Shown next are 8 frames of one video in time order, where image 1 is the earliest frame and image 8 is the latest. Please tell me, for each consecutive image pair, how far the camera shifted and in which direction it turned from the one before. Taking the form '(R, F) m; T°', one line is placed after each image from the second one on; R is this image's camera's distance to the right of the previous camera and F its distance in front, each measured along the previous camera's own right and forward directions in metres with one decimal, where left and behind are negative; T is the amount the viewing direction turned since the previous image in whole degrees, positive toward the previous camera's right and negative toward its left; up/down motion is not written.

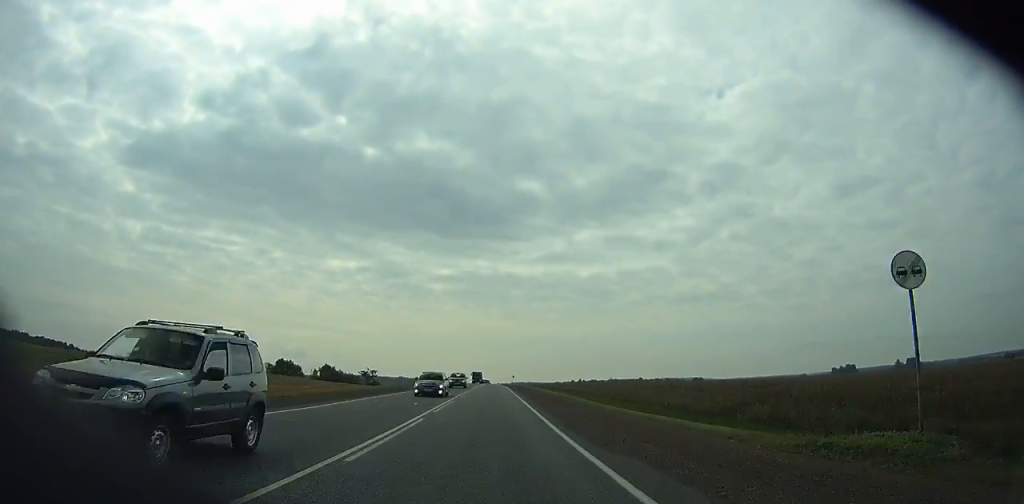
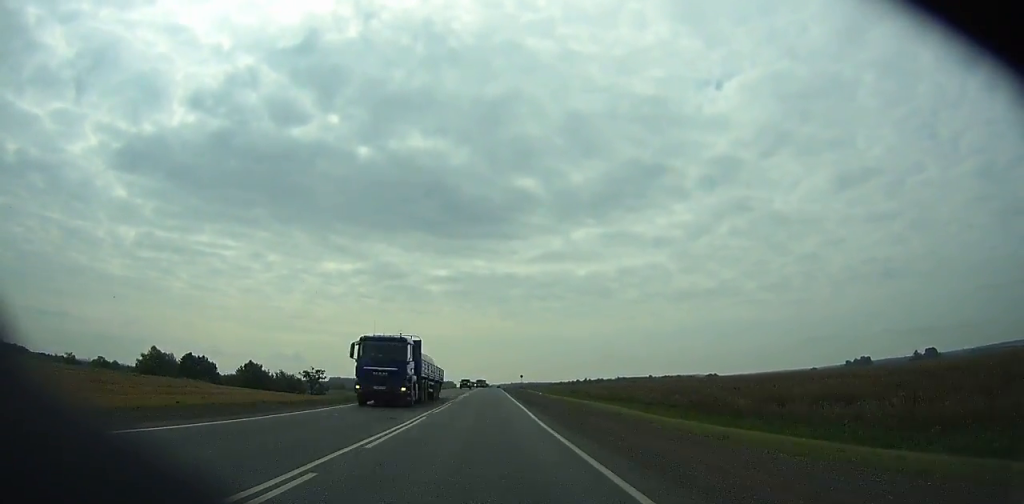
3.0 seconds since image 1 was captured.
(+0.6, +70.2) m; 0°
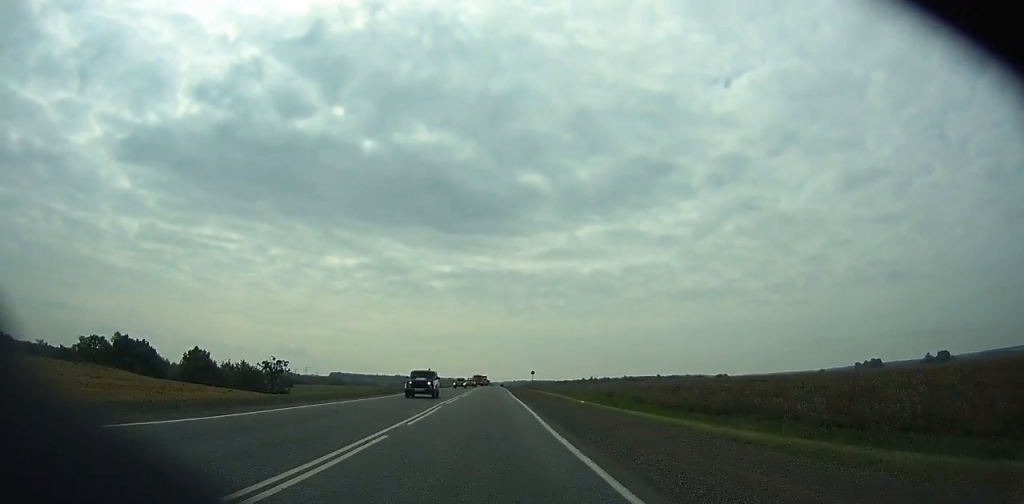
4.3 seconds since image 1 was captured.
(+0.1, +30.6) m; 0°
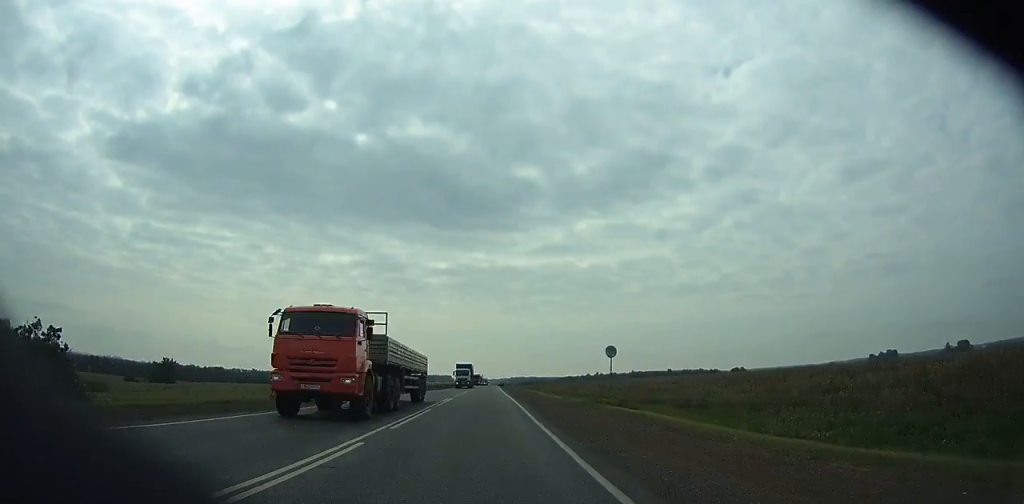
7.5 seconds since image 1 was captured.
(-0.1, +75.4) m; 0°
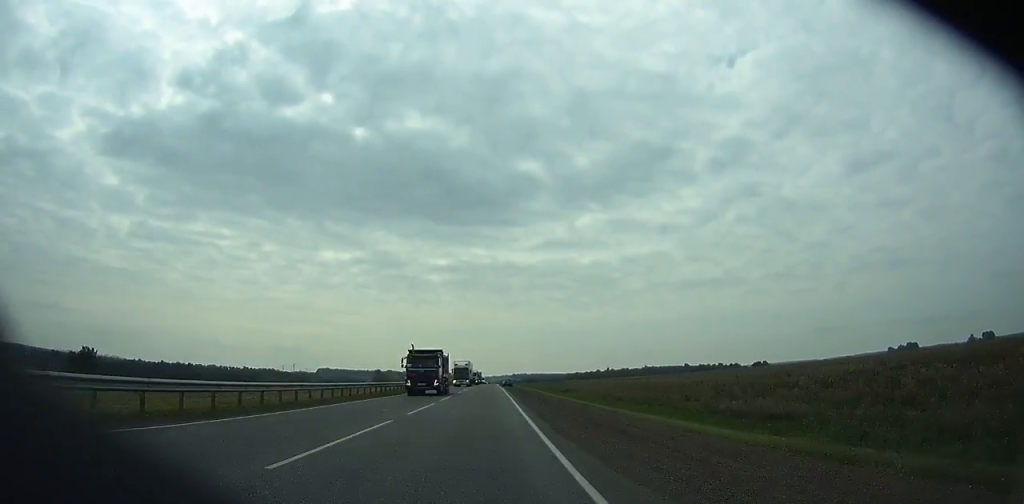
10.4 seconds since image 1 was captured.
(-0.1, +68.3) m; 0°
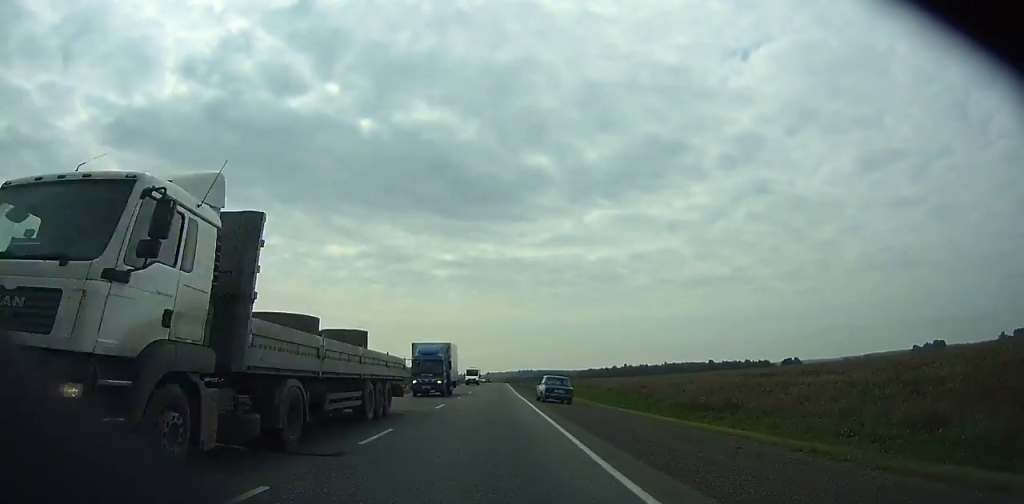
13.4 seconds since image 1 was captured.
(-0.1, +70.6) m; 0°
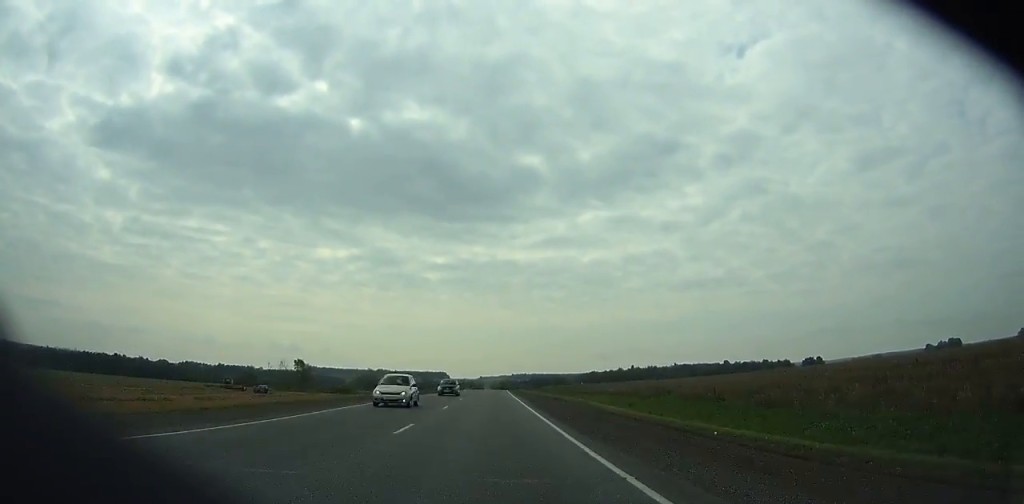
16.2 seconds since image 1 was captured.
(0.0, +65.7) m; 0°
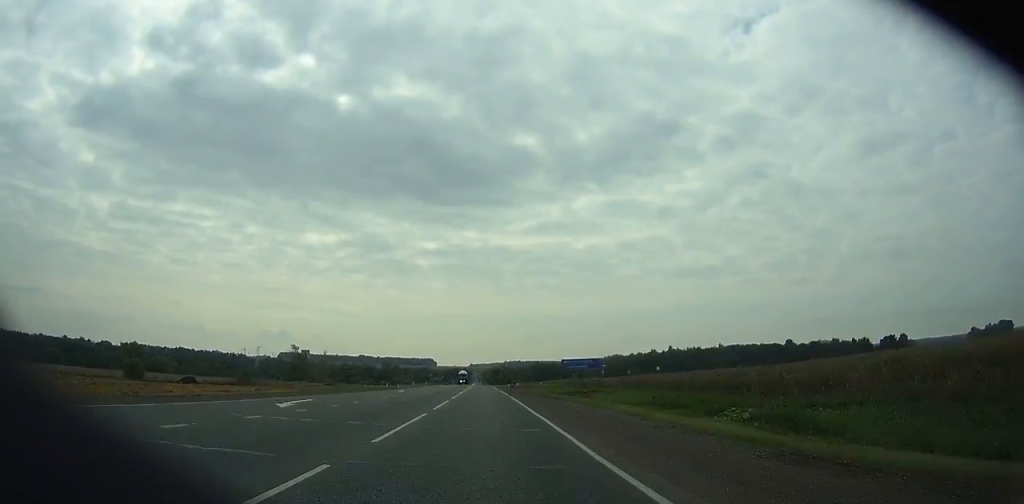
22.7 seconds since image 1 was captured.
(+1.5, +153.4) m; +1°
